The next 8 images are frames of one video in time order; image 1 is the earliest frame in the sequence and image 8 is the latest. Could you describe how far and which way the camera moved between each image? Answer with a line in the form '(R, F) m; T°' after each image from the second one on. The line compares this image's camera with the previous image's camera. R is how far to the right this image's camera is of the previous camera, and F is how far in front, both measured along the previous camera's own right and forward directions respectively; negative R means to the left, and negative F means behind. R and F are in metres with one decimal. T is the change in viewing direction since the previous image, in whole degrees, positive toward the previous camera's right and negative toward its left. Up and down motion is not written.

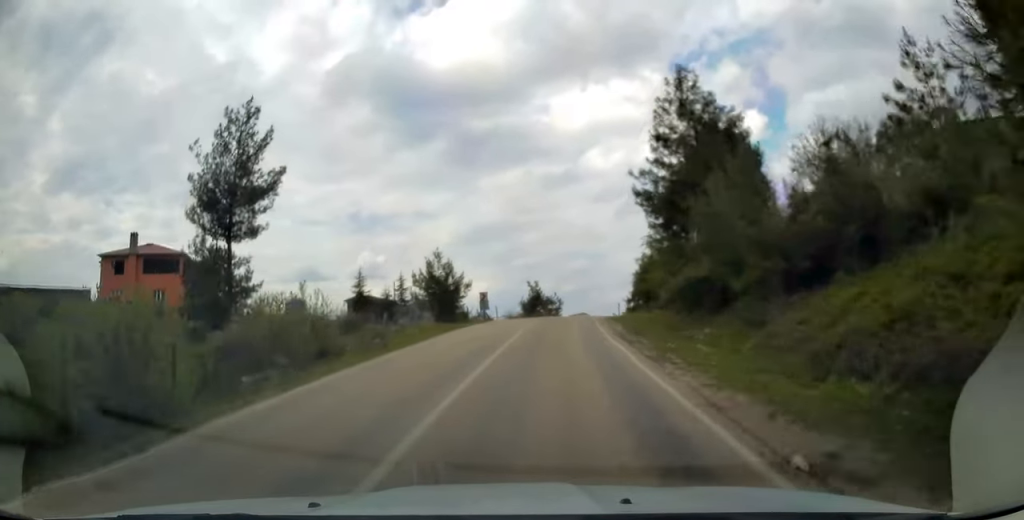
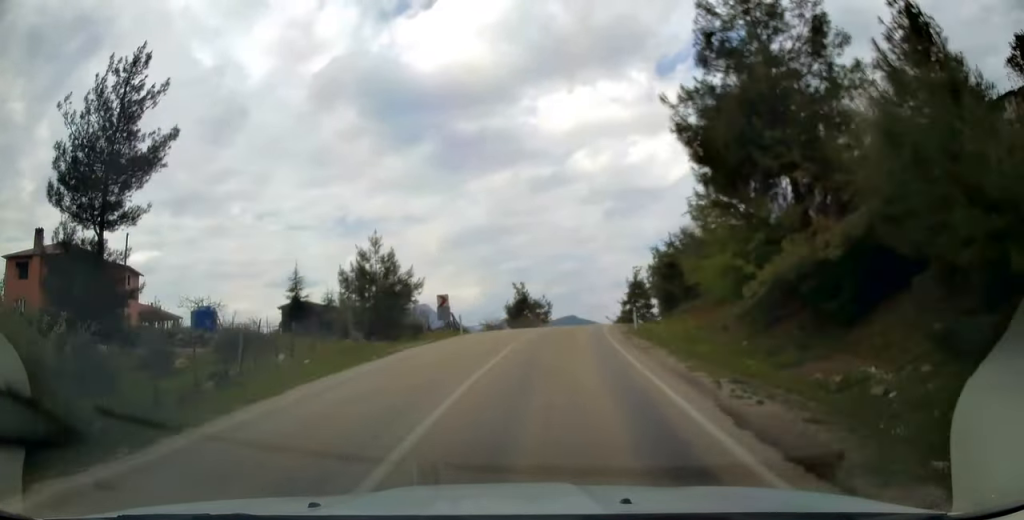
(+0.2, +12.2) m; +1°
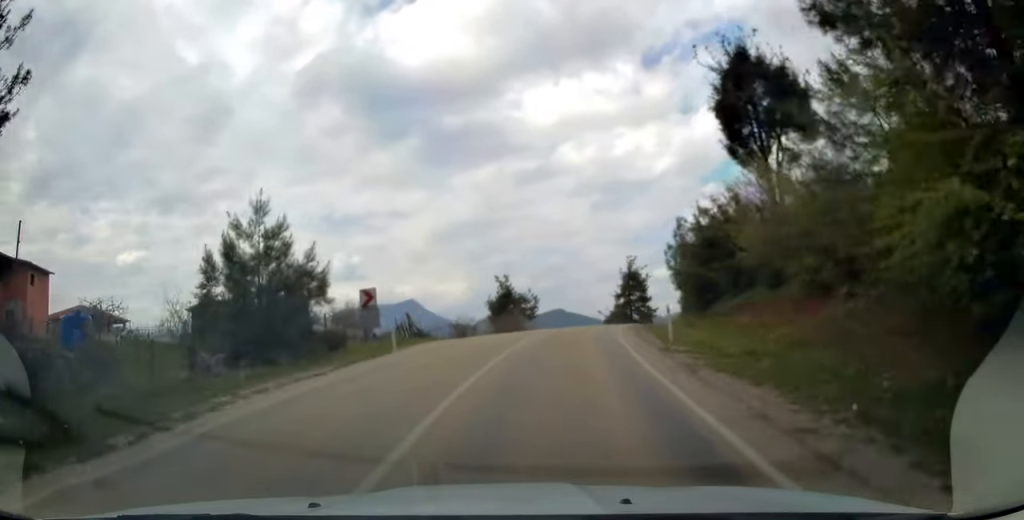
(+0.1, +10.8) m; +1°
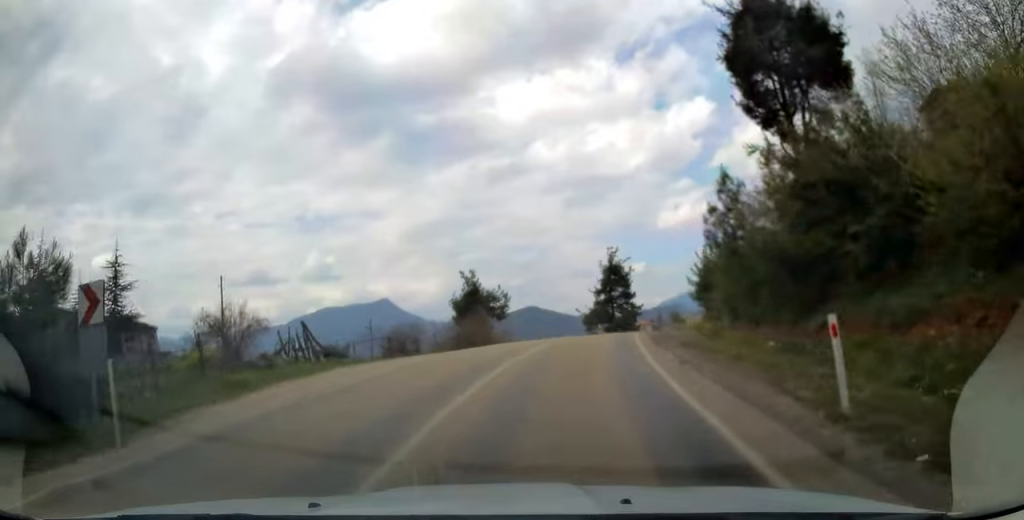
(+0.1, +12.3) m; +3°
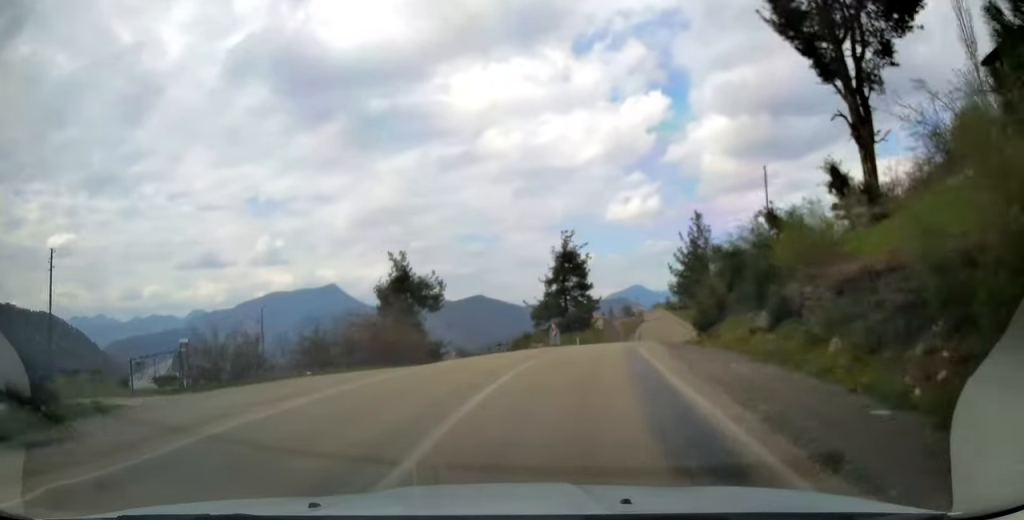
(+0.6, +14.9) m; +6°
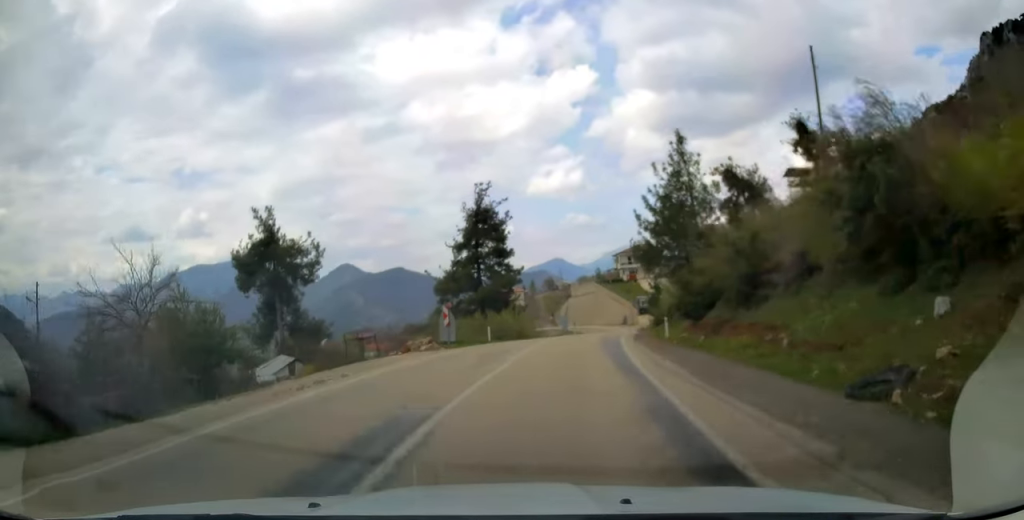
(+1.4, +19.0) m; +7°
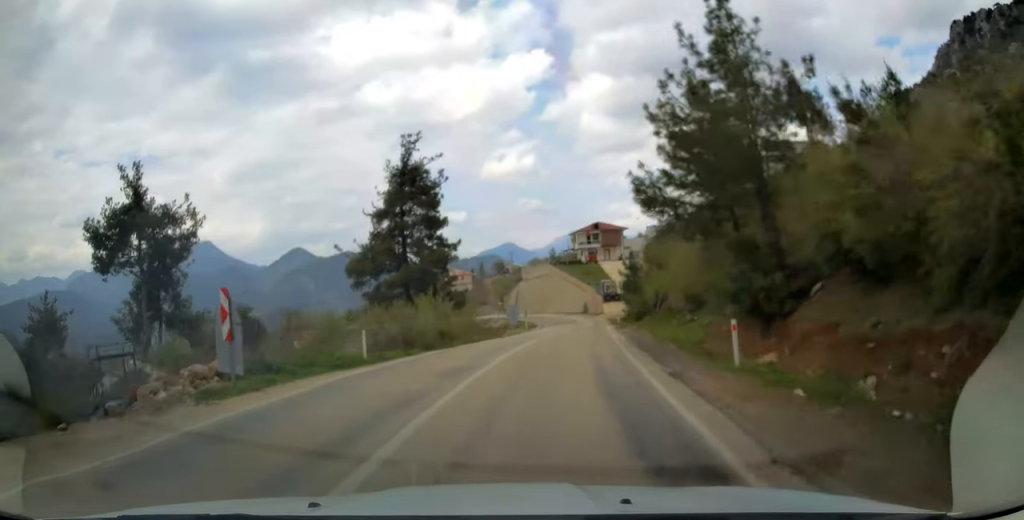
(+0.6, +15.5) m; +4°
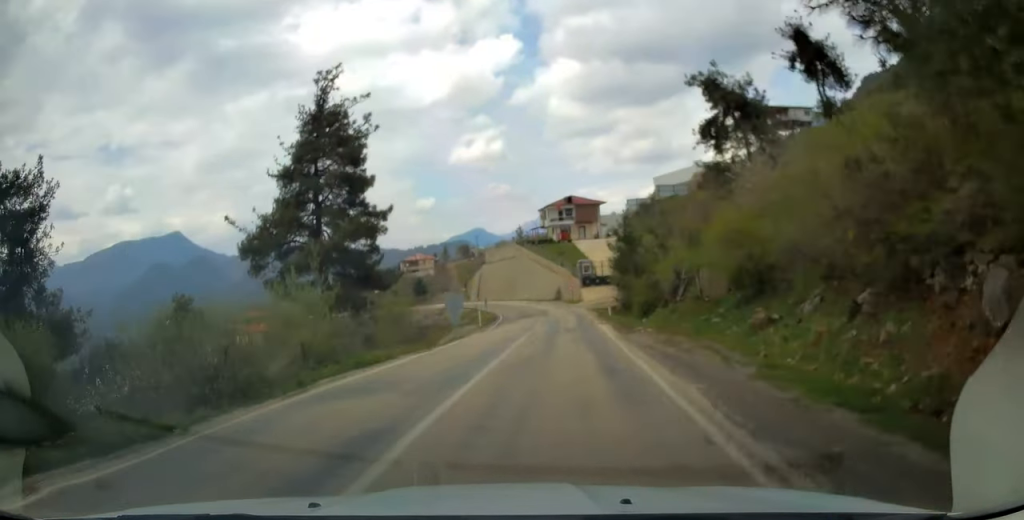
(+0.4, +14.5) m; +3°
